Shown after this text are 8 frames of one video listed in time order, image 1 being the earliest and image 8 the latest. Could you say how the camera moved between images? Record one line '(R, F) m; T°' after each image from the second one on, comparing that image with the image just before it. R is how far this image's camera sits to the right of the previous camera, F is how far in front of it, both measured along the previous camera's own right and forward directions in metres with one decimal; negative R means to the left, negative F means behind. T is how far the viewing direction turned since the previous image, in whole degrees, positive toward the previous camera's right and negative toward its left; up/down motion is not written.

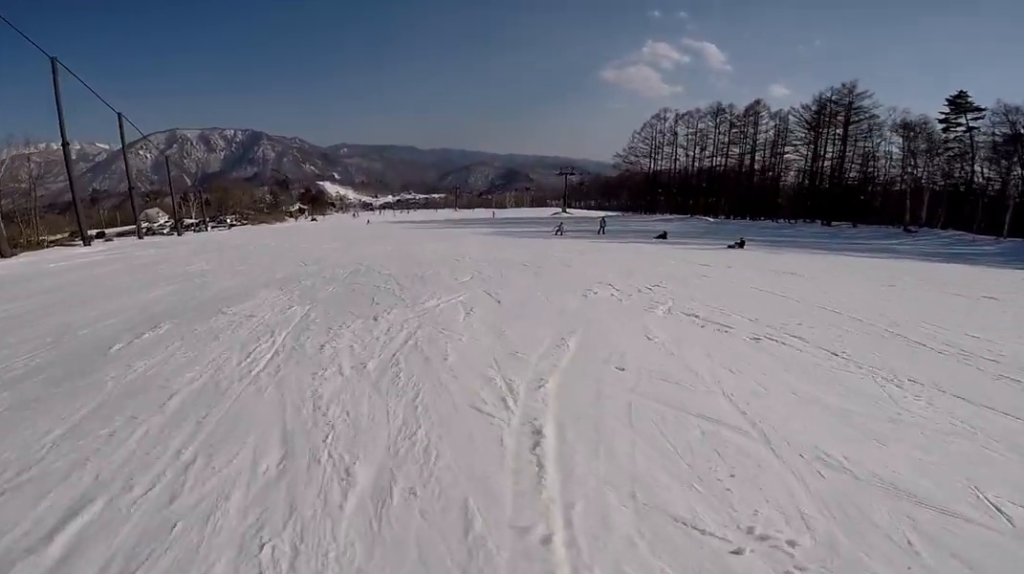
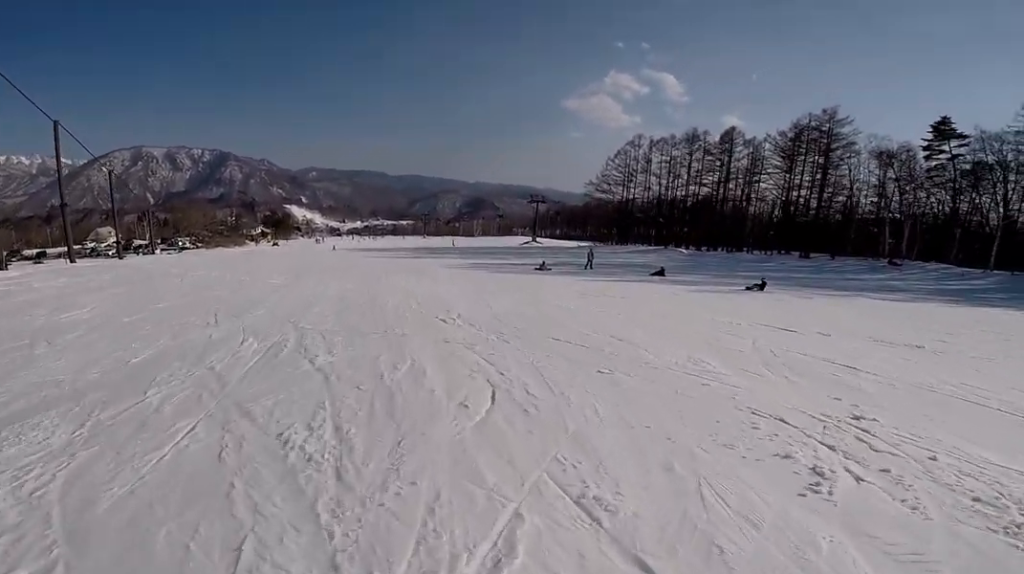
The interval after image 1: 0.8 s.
(+0.7, +6.0) m; -1°
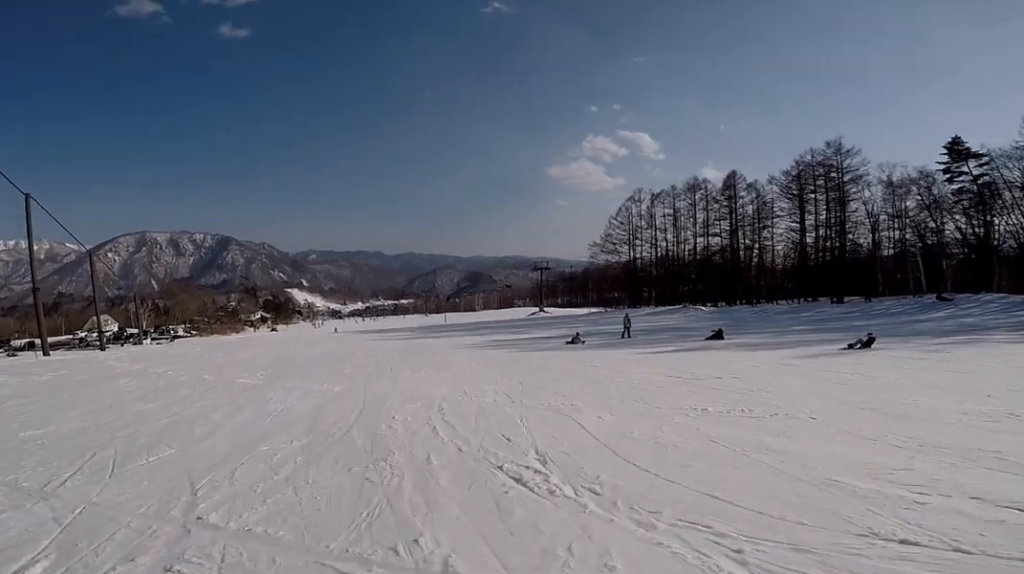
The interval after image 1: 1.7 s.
(-0.8, +6.3) m; -6°
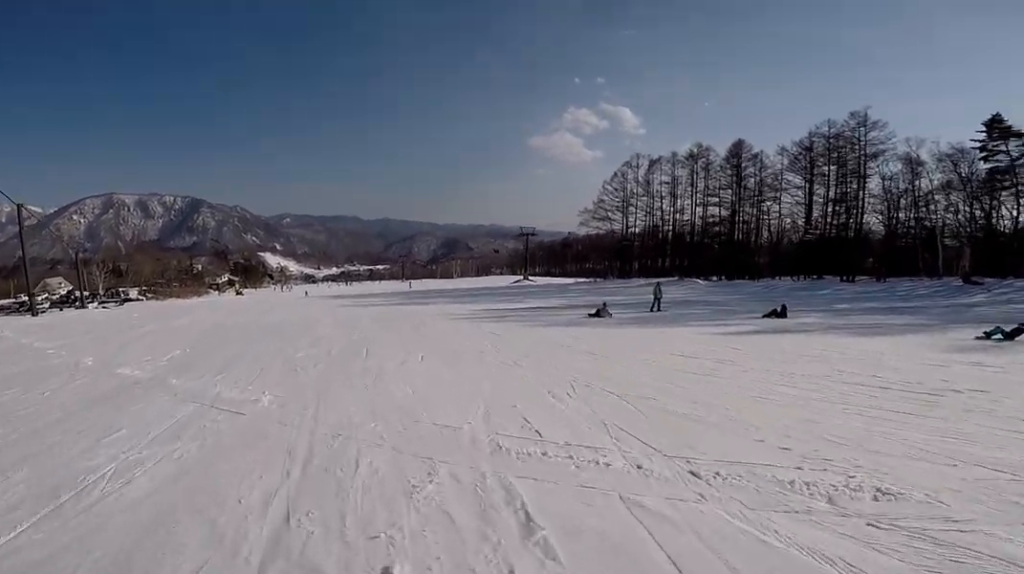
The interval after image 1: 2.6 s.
(-0.1, +6.8) m; +6°
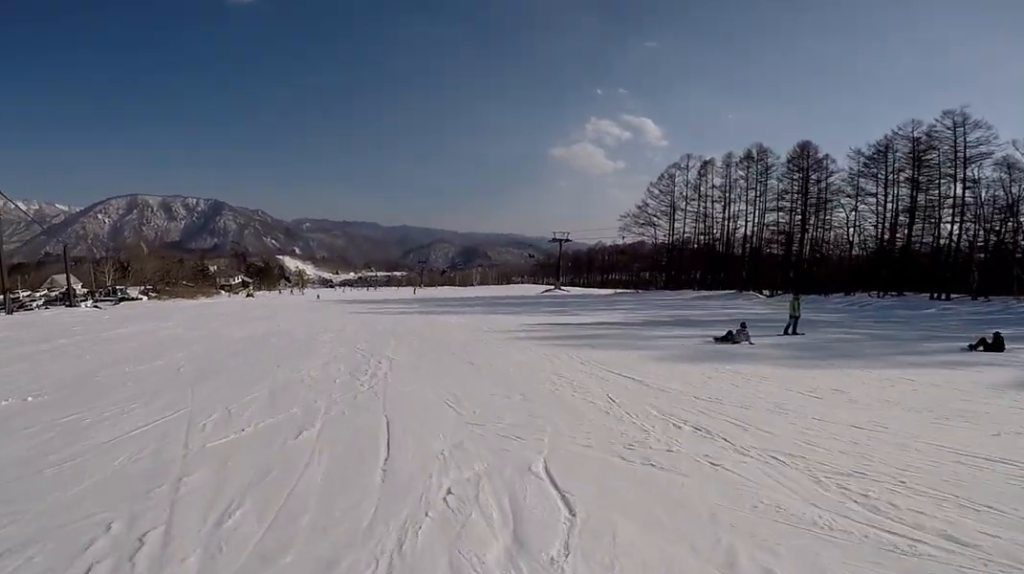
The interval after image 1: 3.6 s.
(+0.8, +7.4) m; +1°
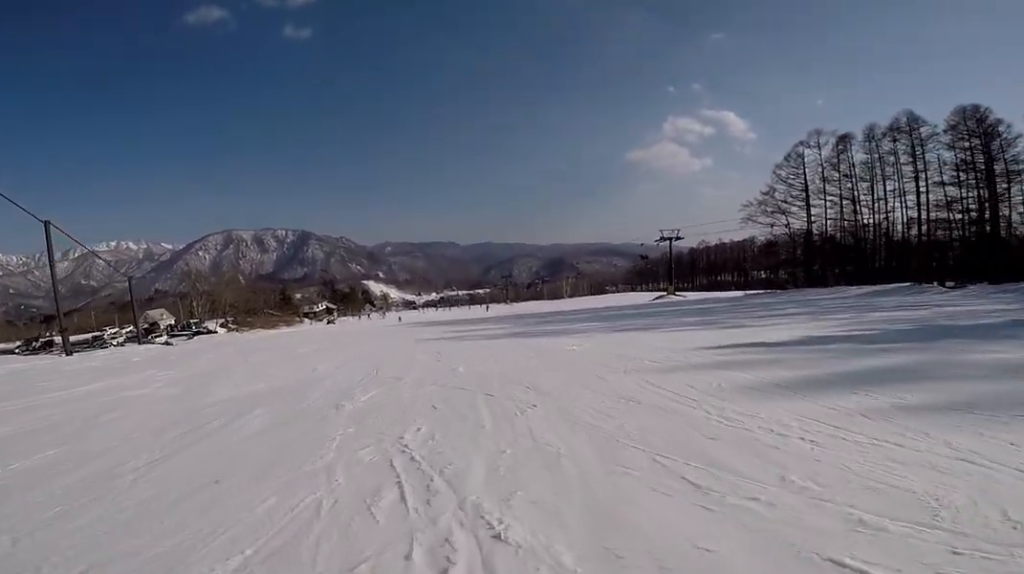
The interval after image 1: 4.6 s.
(-0.7, +7.8) m; -6°
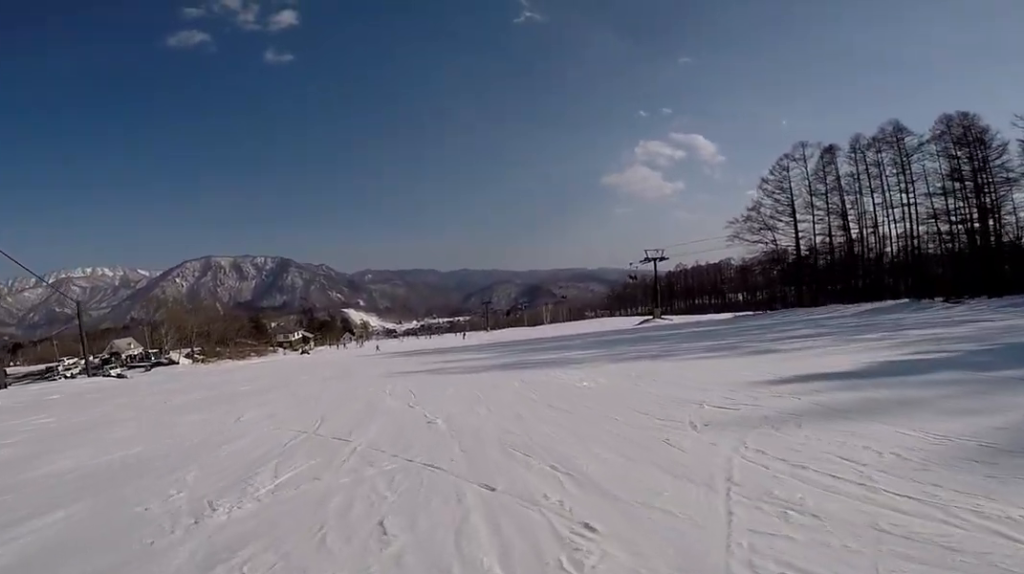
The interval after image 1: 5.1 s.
(-0.1, +4.1) m; -1°
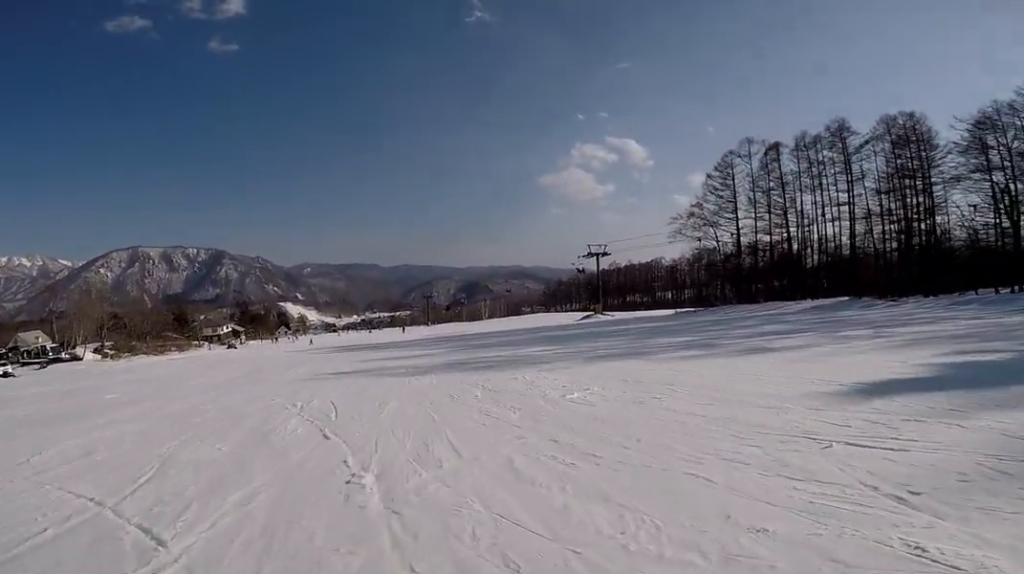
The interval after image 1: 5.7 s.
(0.0, +4.4) m; 0°
